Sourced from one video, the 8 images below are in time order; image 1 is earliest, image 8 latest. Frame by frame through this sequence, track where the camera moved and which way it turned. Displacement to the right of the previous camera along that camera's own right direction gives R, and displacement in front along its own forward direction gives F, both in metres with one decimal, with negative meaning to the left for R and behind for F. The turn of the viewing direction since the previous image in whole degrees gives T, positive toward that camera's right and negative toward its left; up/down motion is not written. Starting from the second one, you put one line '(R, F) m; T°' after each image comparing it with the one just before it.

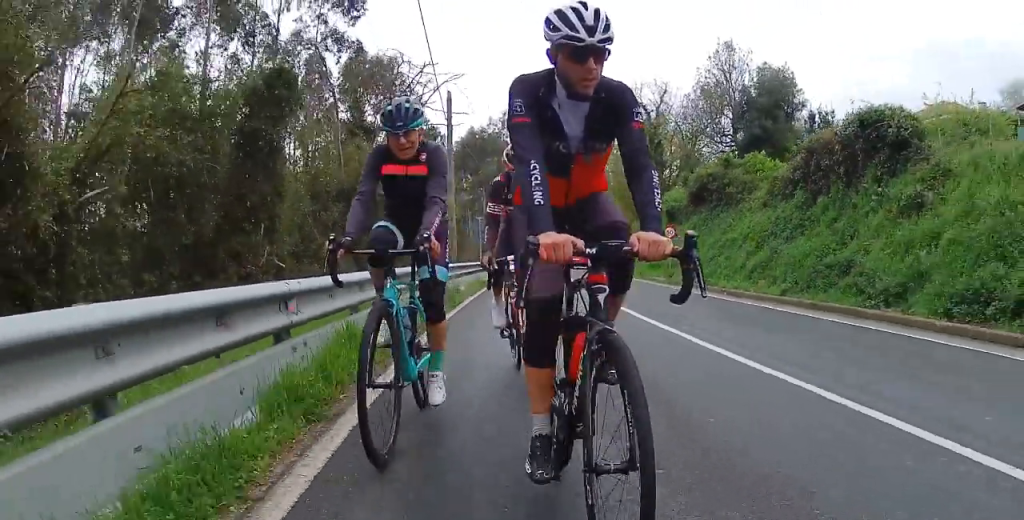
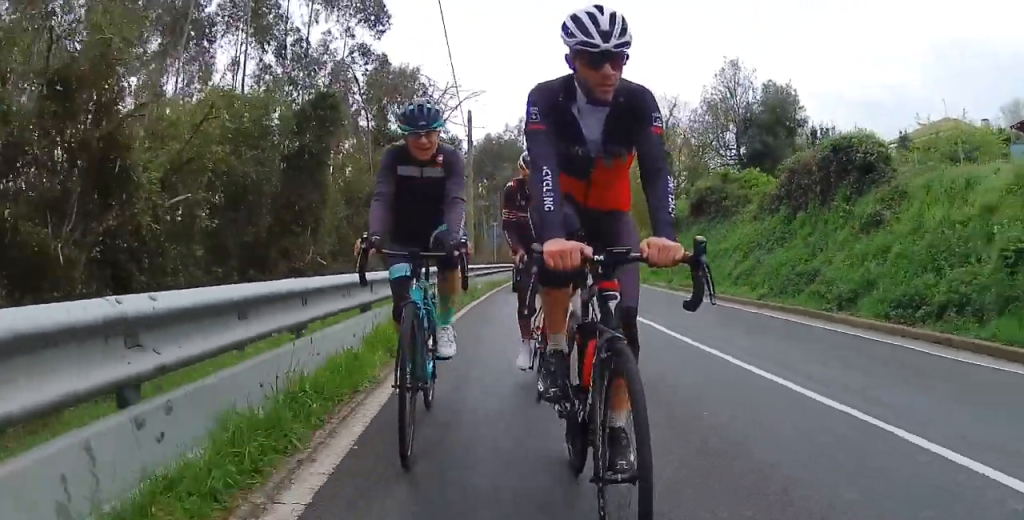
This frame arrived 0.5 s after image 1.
(-0.1, +2.1) m; -2°
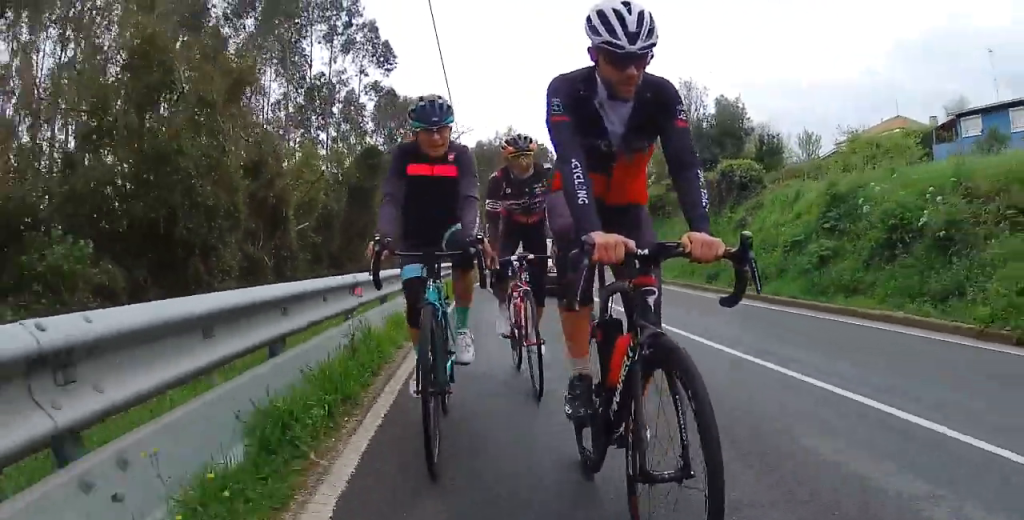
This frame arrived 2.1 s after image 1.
(-0.3, +7.3) m; -1°
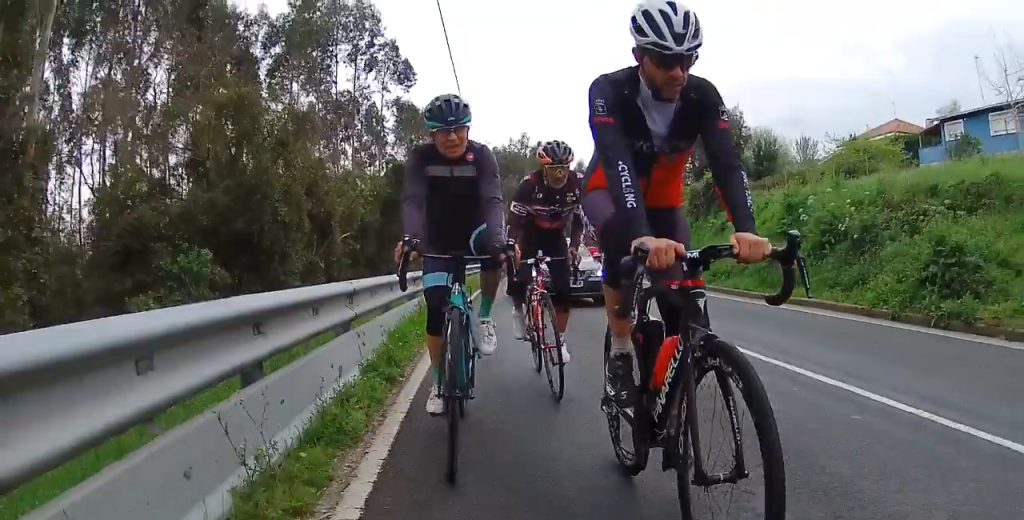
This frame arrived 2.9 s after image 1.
(0.0, +3.2) m; -1°
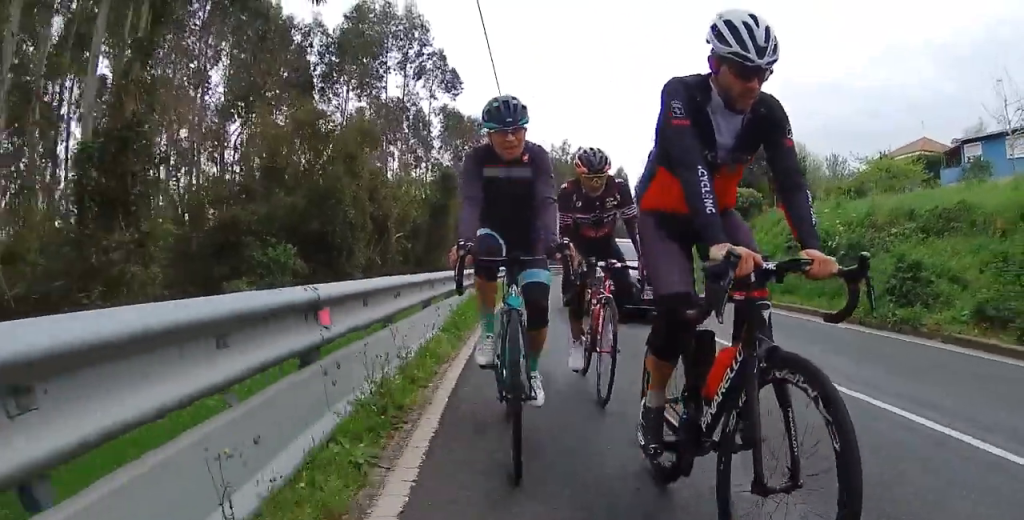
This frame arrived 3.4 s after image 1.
(0.0, +2.2) m; -1°
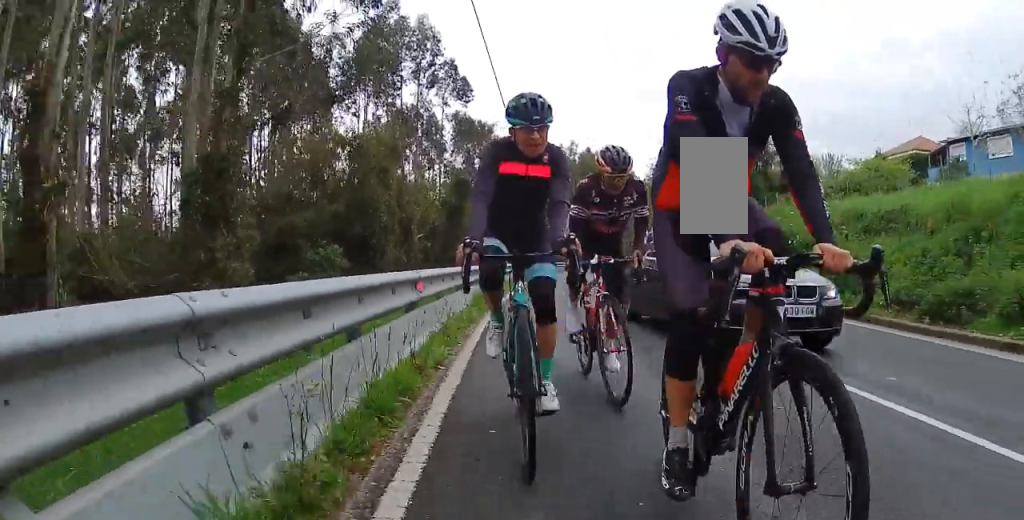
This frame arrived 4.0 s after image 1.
(-0.1, +2.8) m; -1°
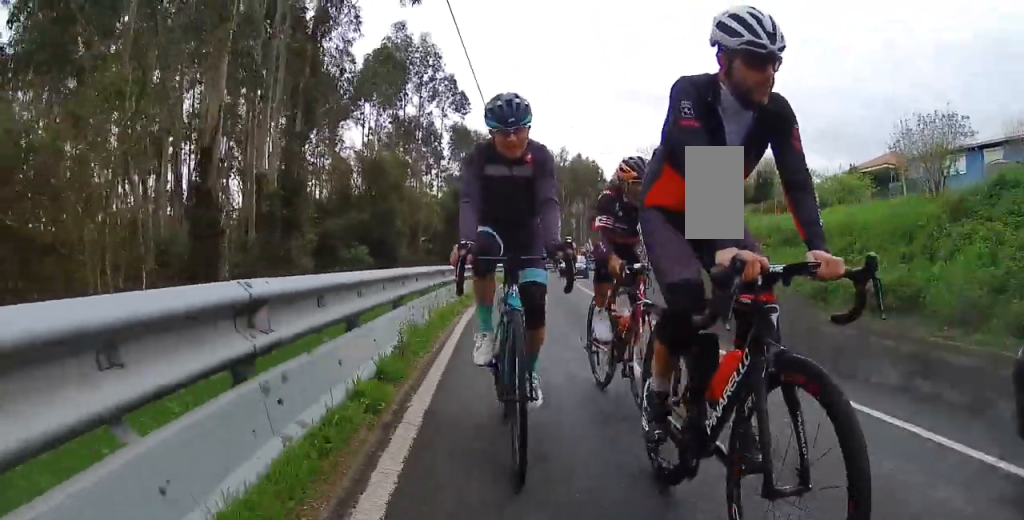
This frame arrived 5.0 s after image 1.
(0.0, +4.3) m; 0°
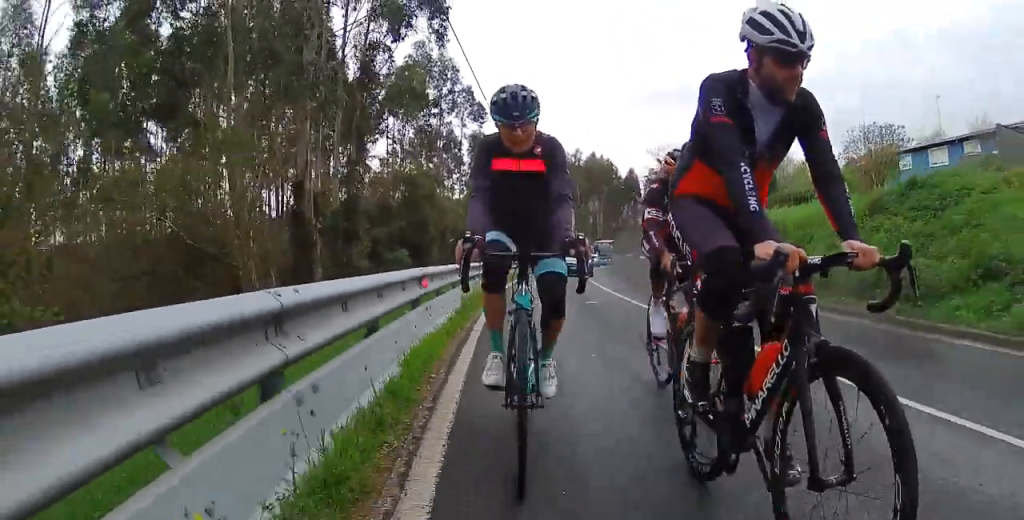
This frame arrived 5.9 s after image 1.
(0.0, +3.6) m; 0°
